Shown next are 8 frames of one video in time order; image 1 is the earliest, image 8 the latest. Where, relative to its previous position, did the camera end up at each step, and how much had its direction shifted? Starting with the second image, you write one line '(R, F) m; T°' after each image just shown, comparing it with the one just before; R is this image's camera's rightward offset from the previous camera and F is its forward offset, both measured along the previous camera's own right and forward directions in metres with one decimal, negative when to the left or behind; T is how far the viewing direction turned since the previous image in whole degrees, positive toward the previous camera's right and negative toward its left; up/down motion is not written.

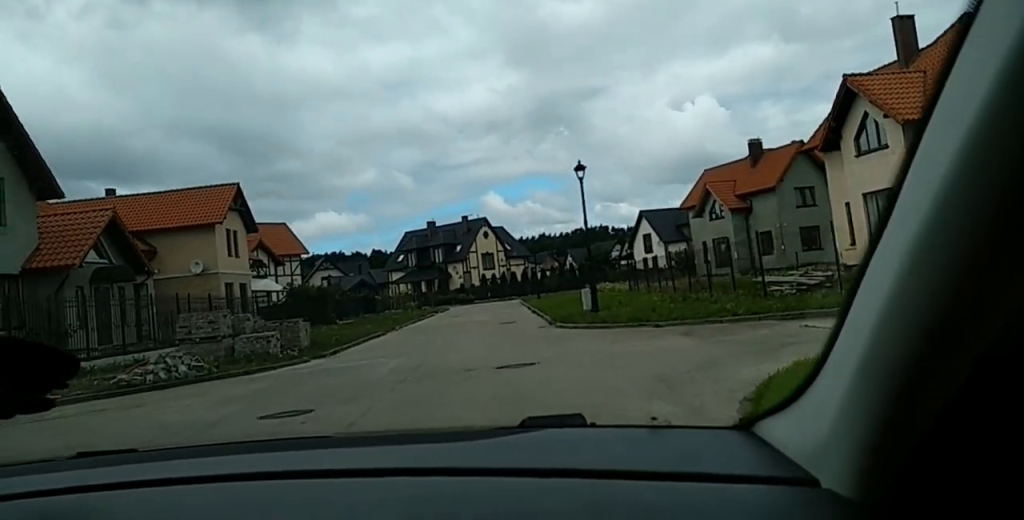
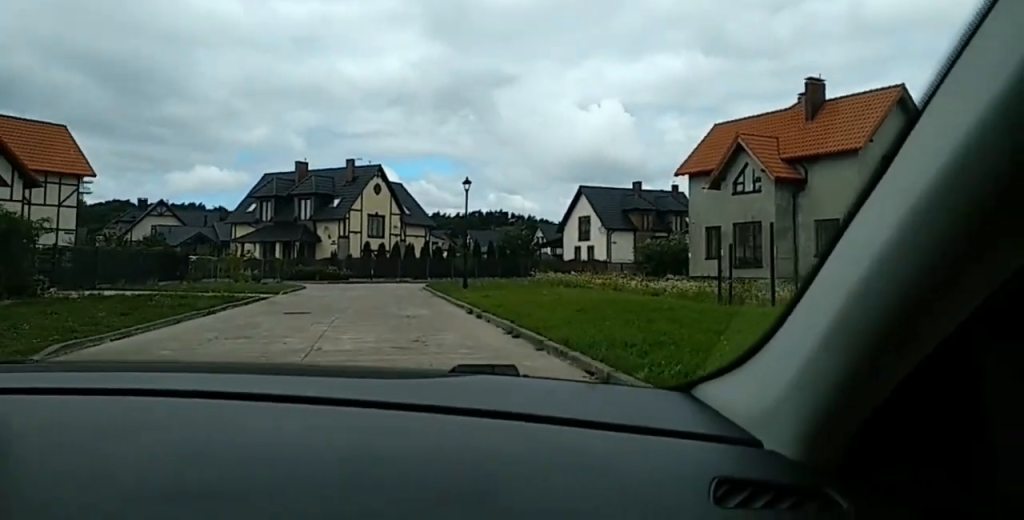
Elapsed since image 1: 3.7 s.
(-0.4, +25.3) m; -1°
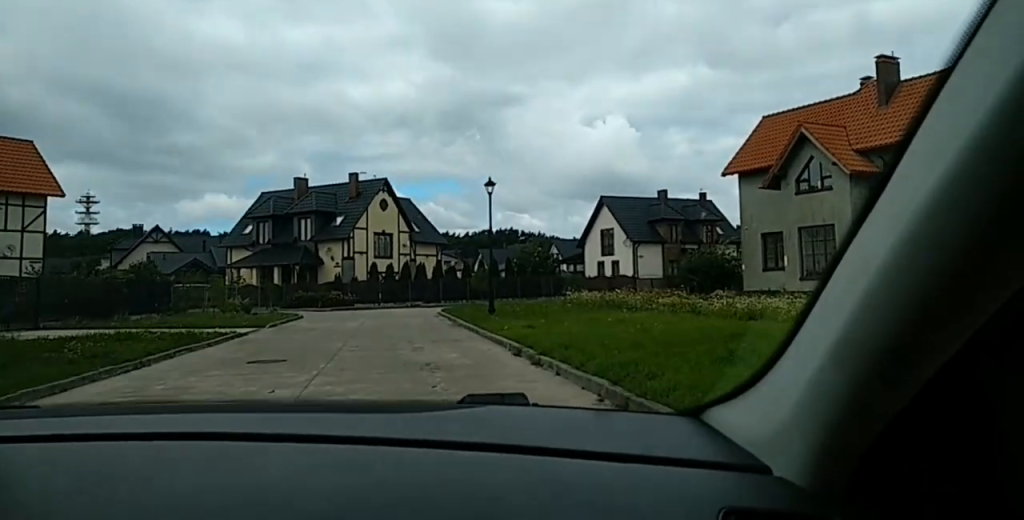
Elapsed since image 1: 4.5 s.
(0.0, +6.2) m; 0°
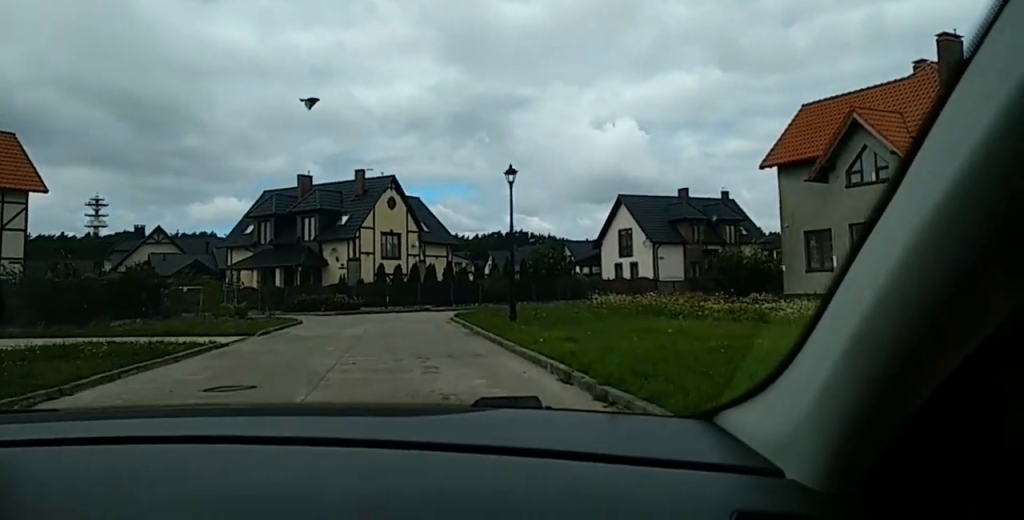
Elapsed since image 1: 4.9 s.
(0.0, +3.2) m; 0°
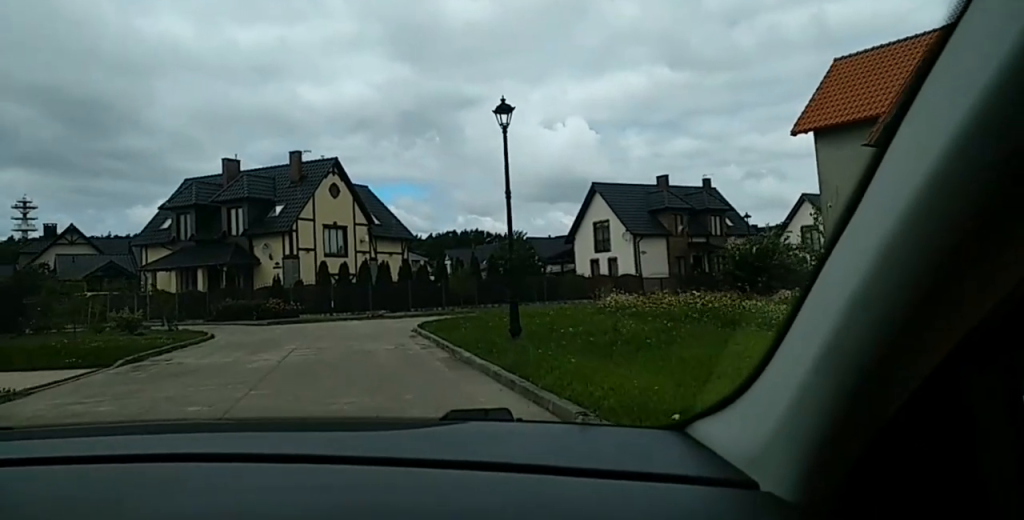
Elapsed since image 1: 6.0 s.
(0.0, +7.7) m; +1°
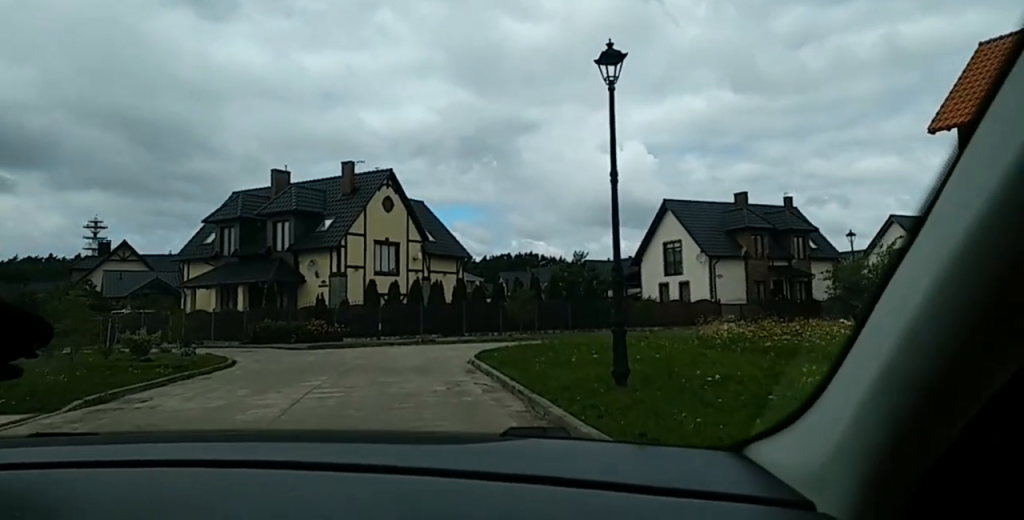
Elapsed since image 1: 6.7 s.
(0.0, +4.1) m; +1°
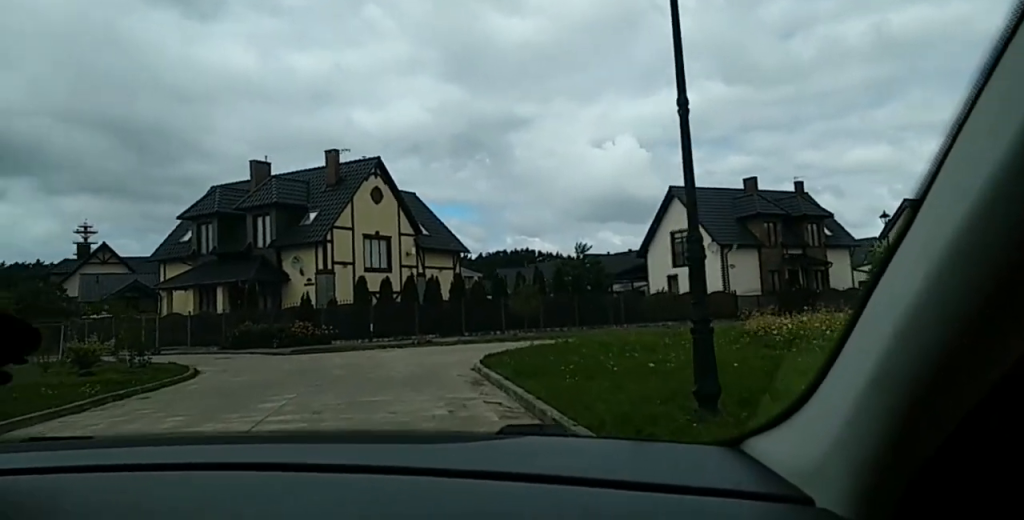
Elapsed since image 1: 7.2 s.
(0.0, +3.0) m; +1°
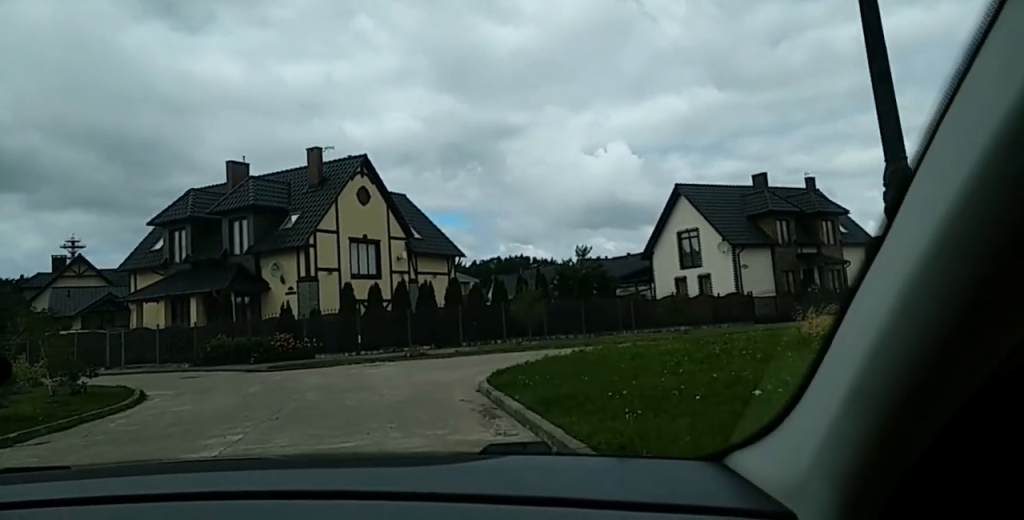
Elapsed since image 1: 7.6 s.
(0.0, +3.1) m; +1°
